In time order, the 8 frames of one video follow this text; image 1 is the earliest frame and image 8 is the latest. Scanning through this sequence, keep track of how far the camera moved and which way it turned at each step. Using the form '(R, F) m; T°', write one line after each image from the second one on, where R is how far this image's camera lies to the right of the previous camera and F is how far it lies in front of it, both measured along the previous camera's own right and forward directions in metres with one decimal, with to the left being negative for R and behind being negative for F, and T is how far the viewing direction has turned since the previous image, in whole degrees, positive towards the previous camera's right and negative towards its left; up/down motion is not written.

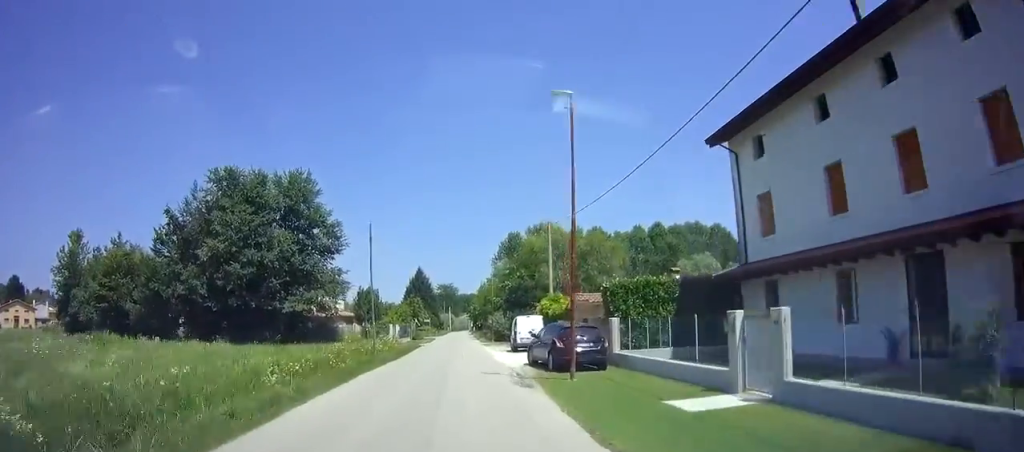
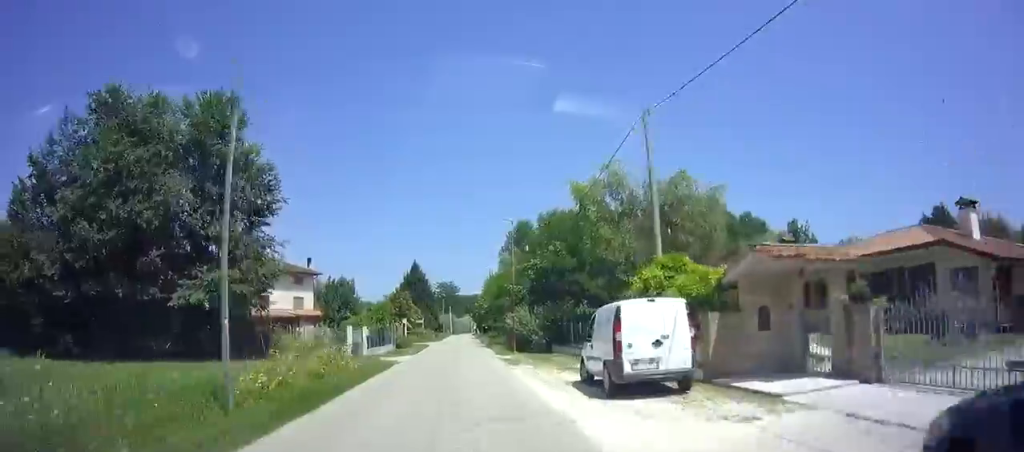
(-0.1, +17.0) m; 0°
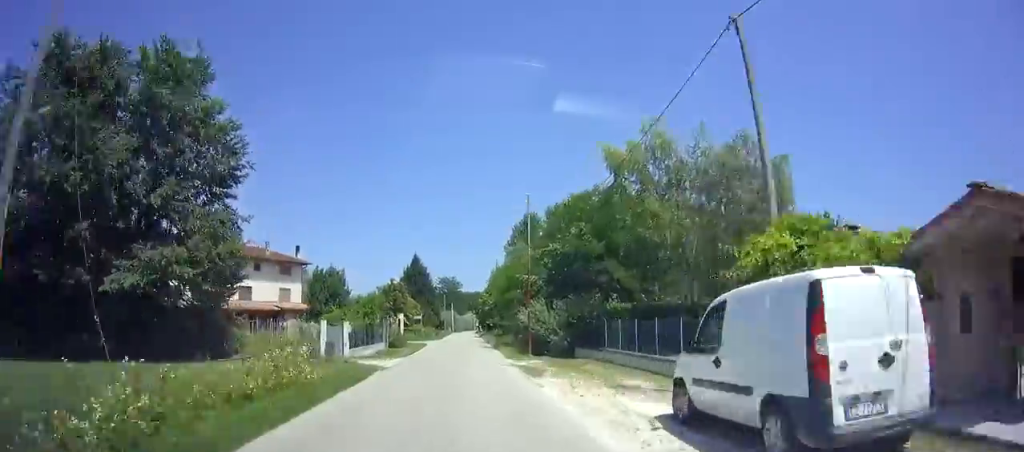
(0.0, +5.6) m; -1°
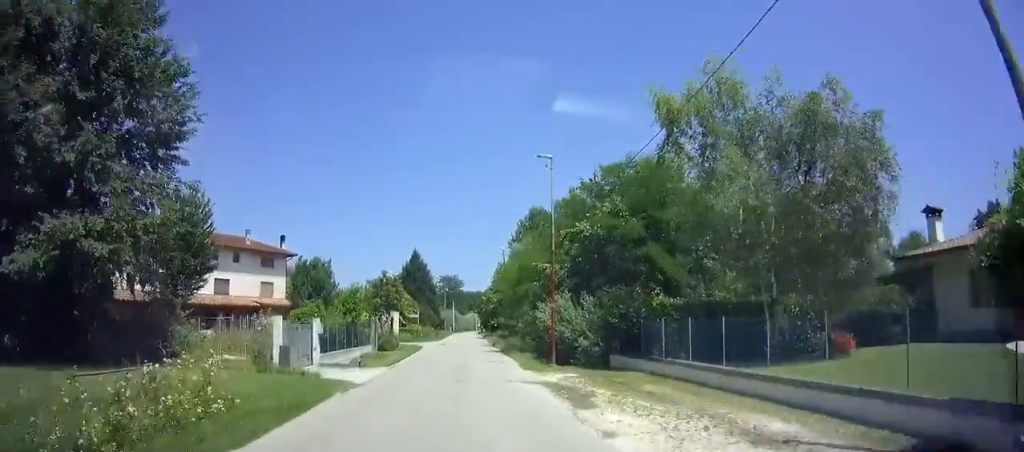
(+0.1, +6.1) m; -1°
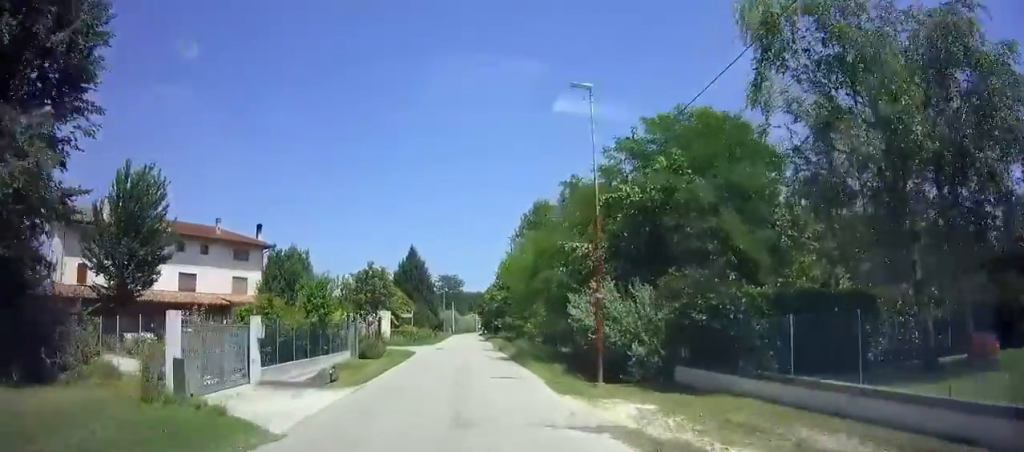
(-0.1, +6.1) m; 0°
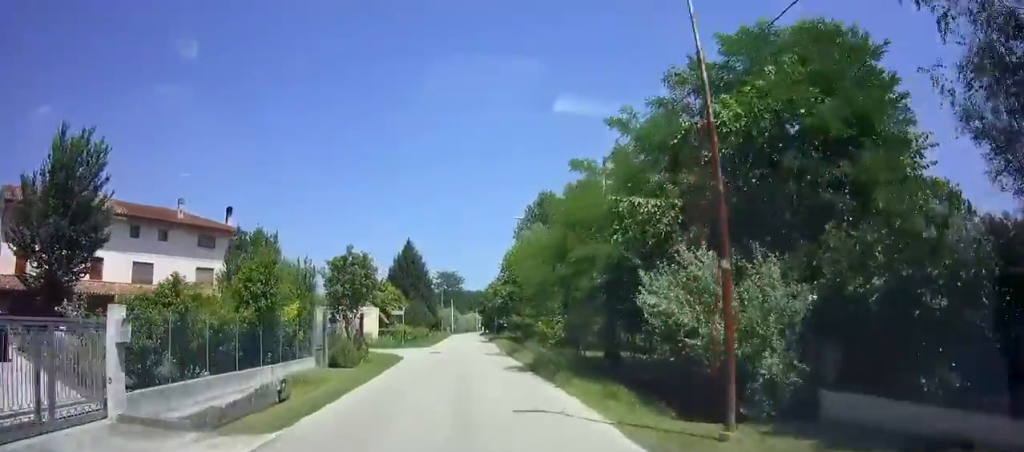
(-0.2, +6.1) m; 0°
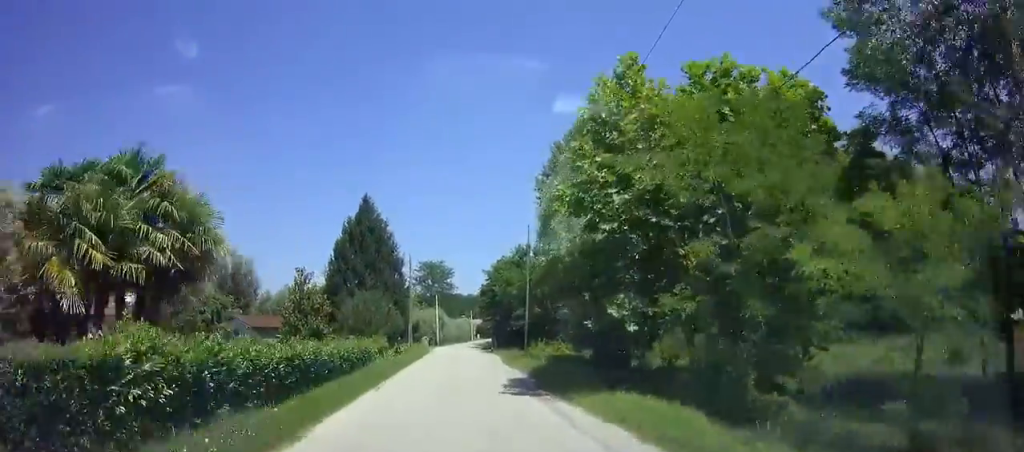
(+0.2, +33.8) m; +2°
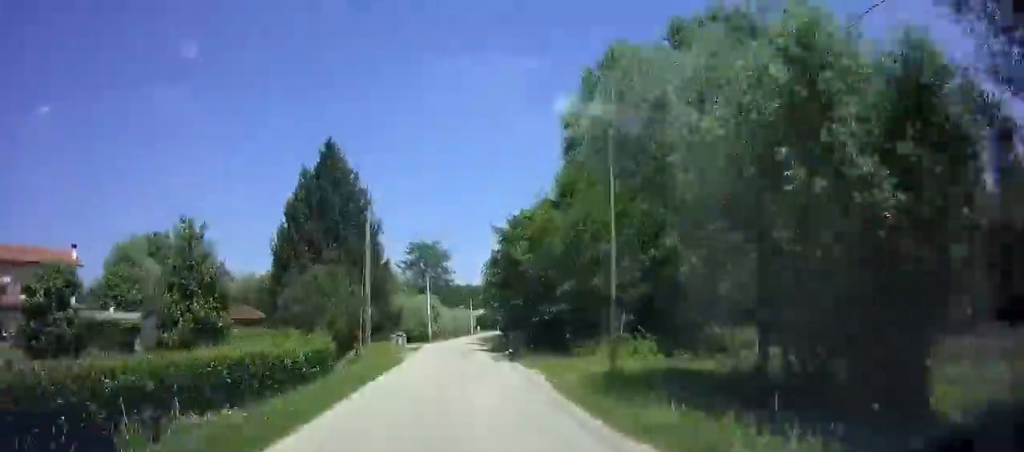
(+0.1, +15.1) m; -1°
